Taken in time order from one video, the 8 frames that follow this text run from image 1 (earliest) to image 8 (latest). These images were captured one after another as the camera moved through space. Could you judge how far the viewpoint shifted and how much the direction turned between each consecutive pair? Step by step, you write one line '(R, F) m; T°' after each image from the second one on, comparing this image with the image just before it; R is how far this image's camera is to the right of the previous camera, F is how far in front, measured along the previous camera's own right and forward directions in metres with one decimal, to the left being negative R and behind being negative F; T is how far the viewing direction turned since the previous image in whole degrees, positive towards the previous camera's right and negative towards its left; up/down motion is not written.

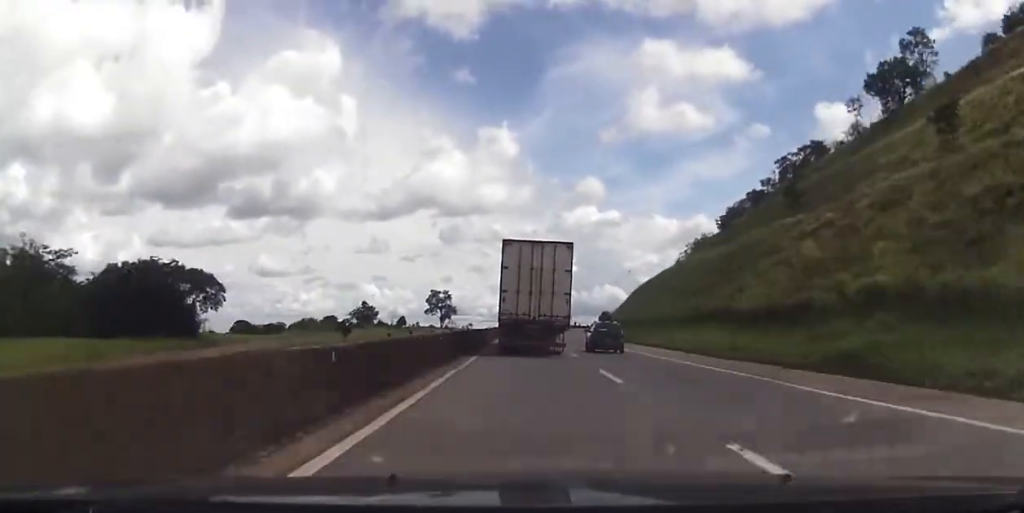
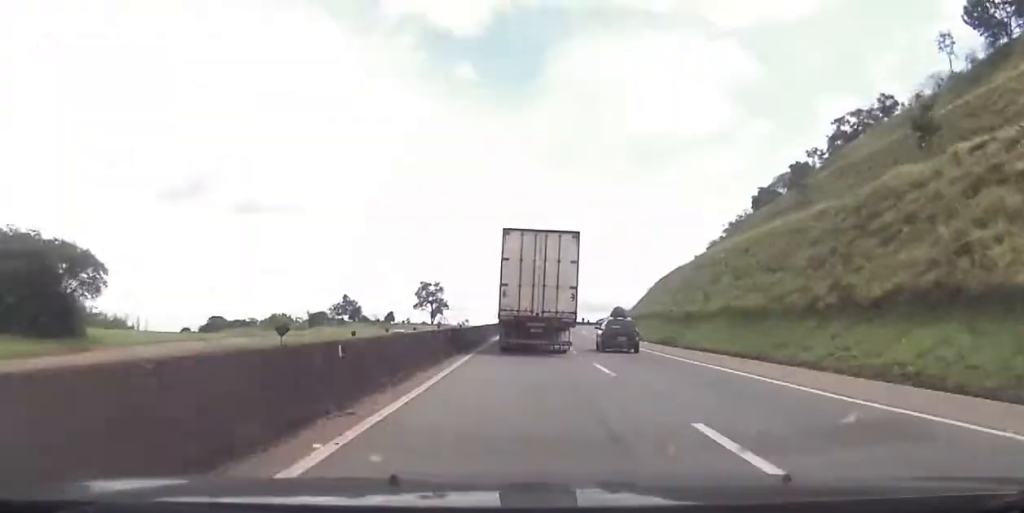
(+0.3, +23.4) m; 0°
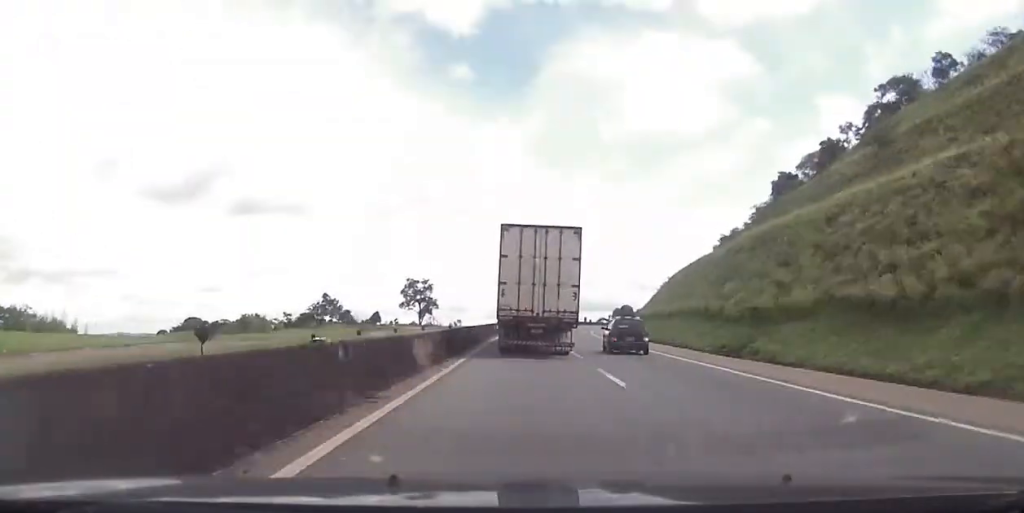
(+0.1, +15.6) m; 0°
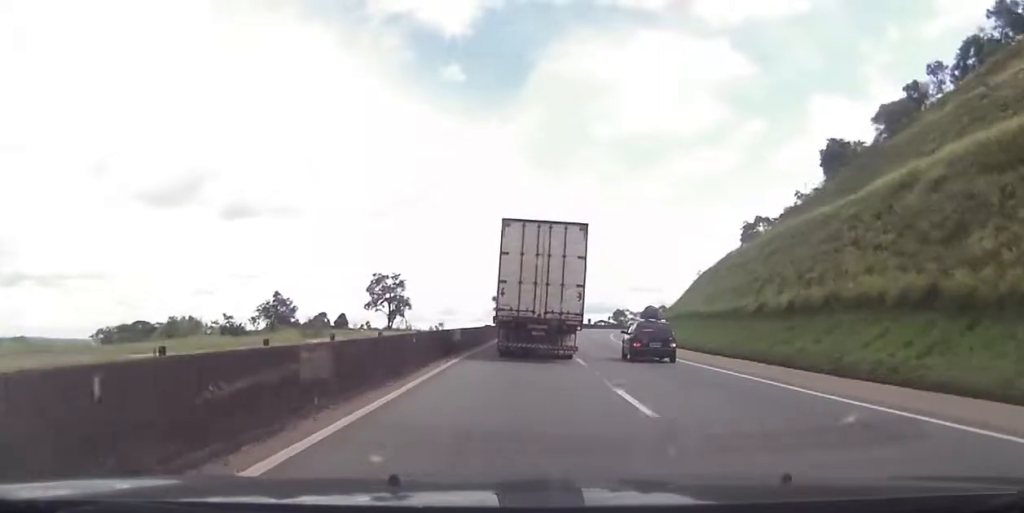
(-0.2, +29.0) m; -1°
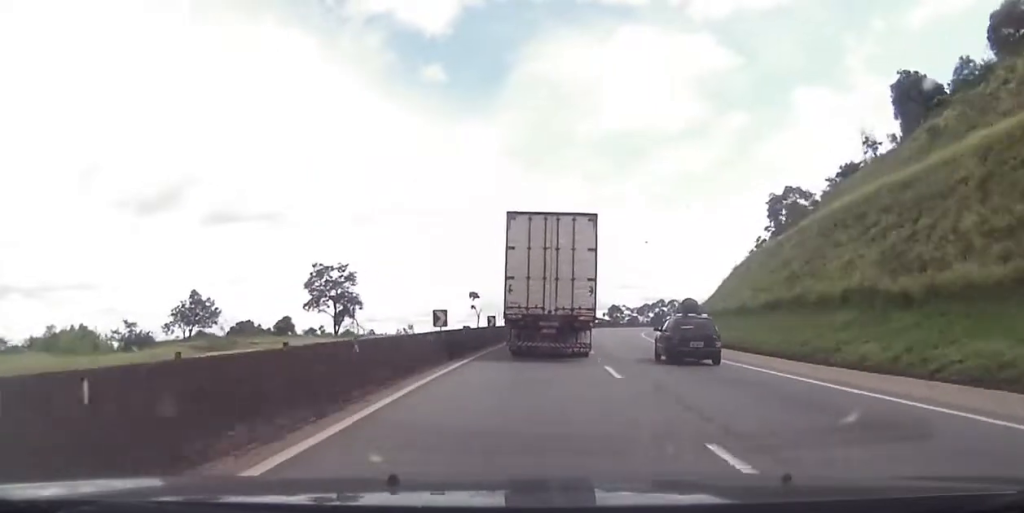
(-0.1, +30.8) m; +1°
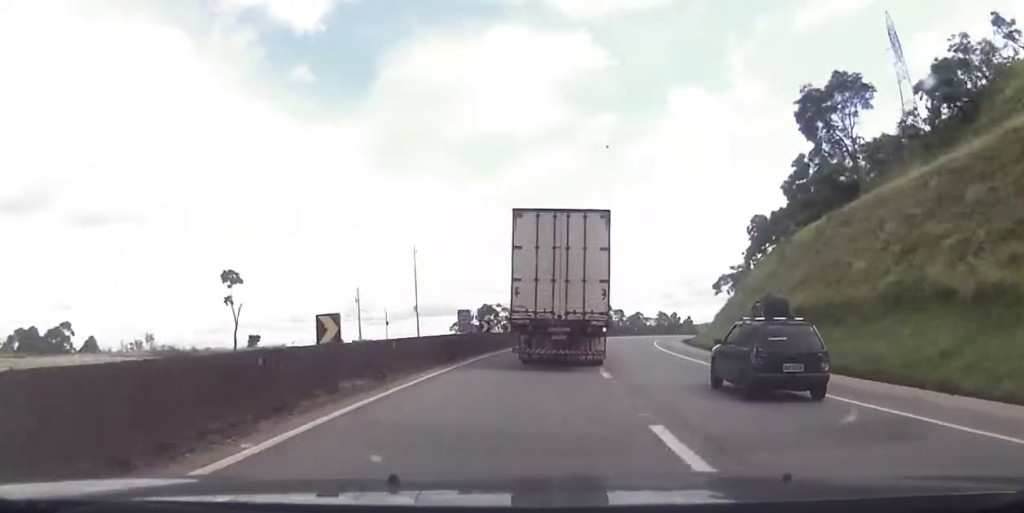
(+4.5, +71.7) m; +9°
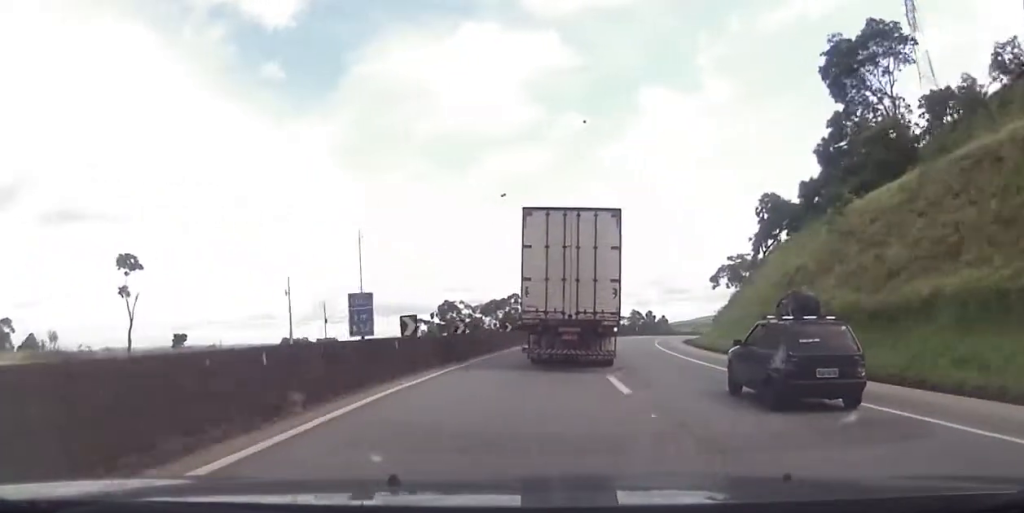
(+0.5, +15.3) m; +3°
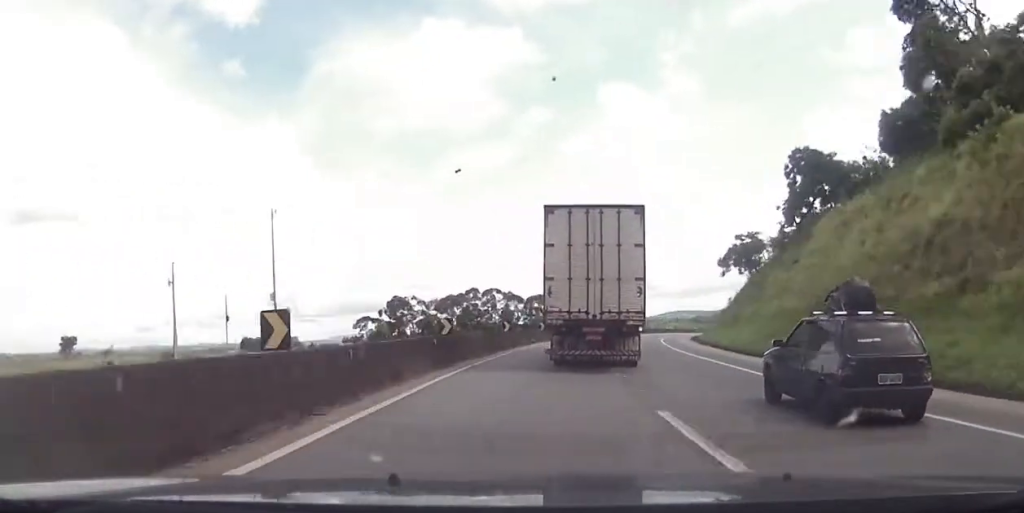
(+0.5, +18.9) m; +4°
